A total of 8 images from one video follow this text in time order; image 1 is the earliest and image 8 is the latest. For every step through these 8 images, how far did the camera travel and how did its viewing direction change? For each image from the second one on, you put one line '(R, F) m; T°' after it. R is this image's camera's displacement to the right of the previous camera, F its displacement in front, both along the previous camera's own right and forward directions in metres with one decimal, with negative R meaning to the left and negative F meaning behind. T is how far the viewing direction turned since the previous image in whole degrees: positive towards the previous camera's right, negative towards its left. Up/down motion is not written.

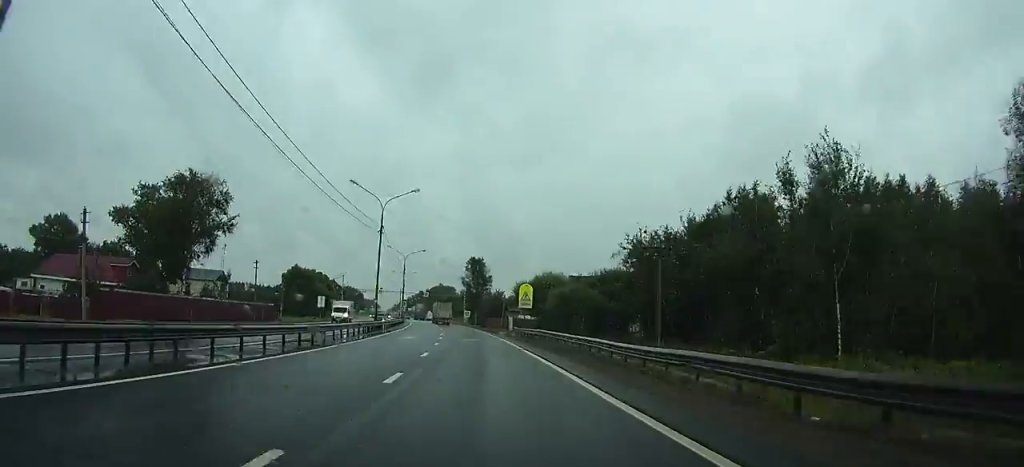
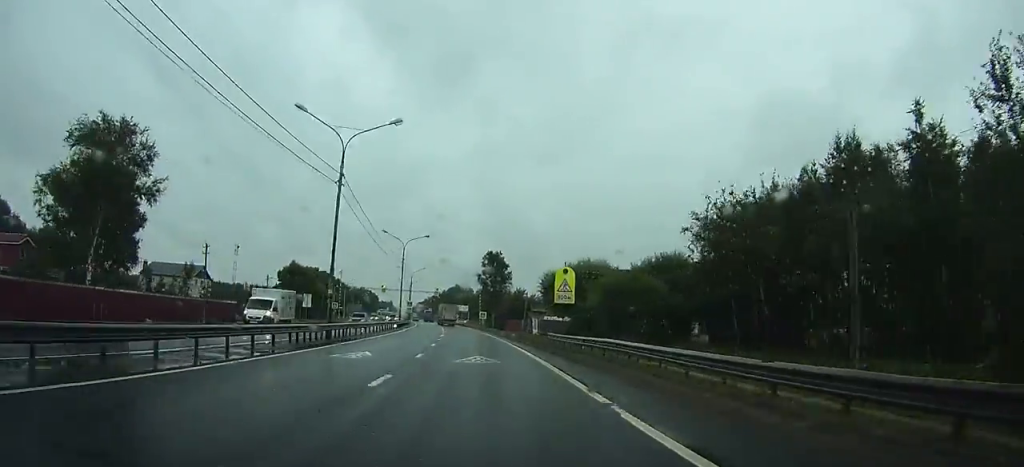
(0.0, +16.8) m; 0°
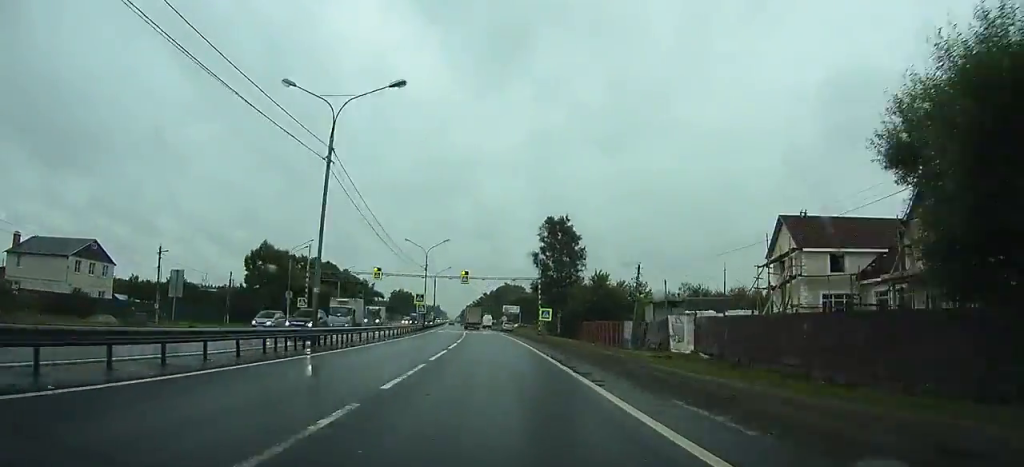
(0.0, +46.5) m; -2°
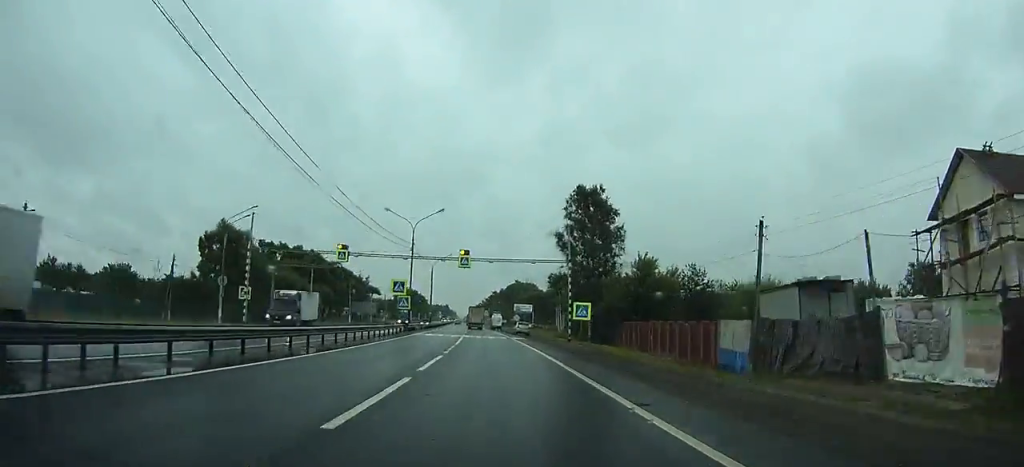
(+0.7, +20.2) m; -3°
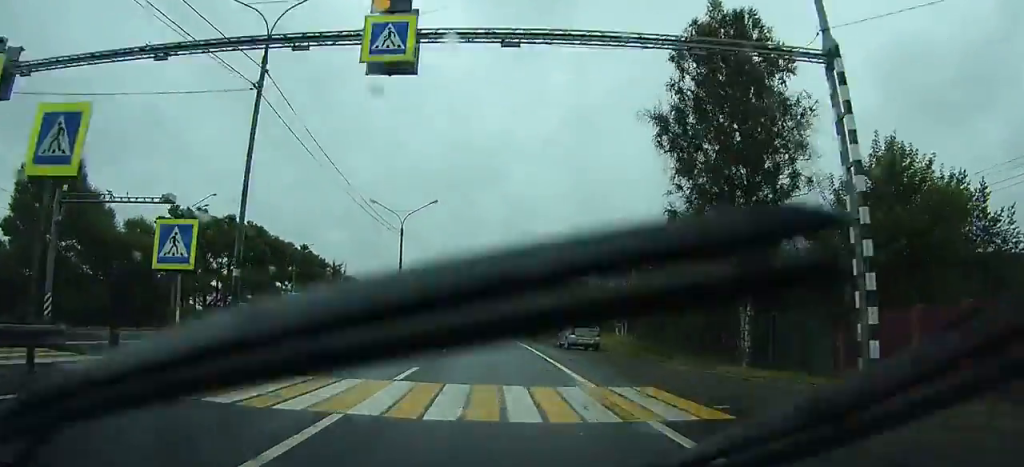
(-3.1, +38.3) m; -5°
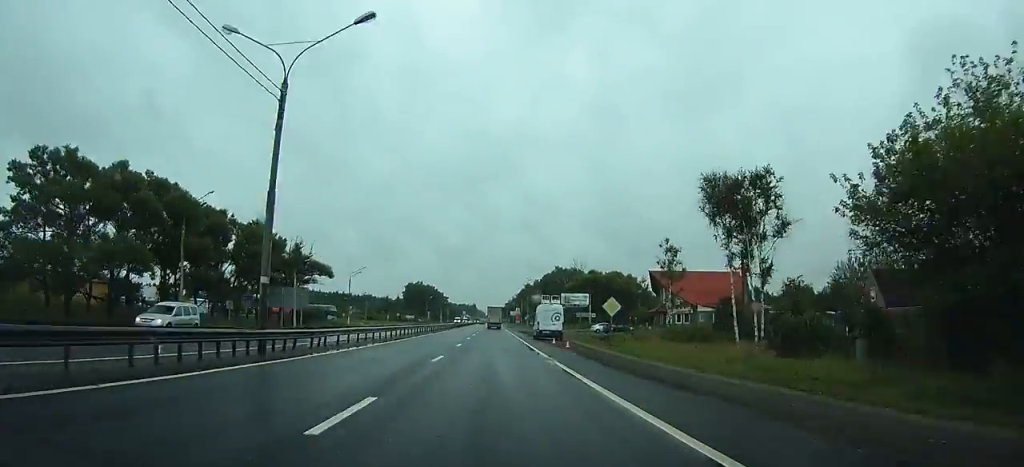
(-0.3, +29.7) m; -1°
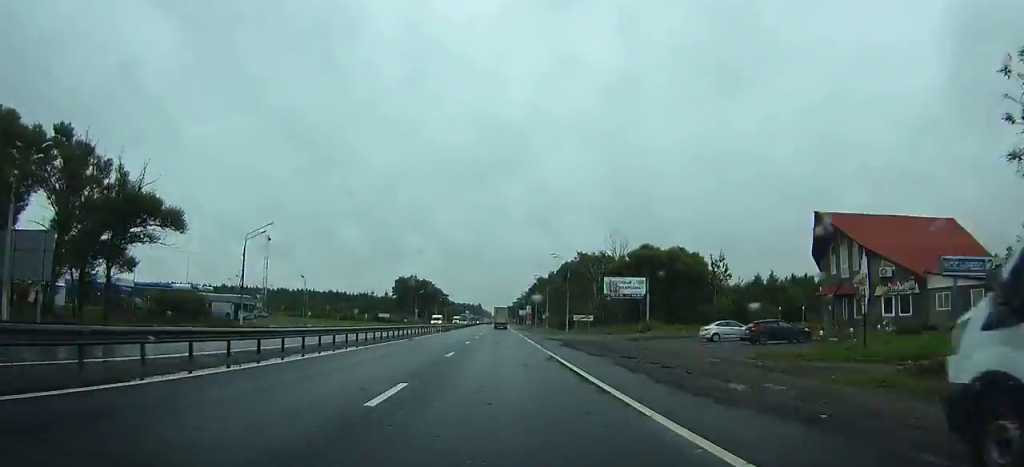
(-0.5, +44.6) m; -1°
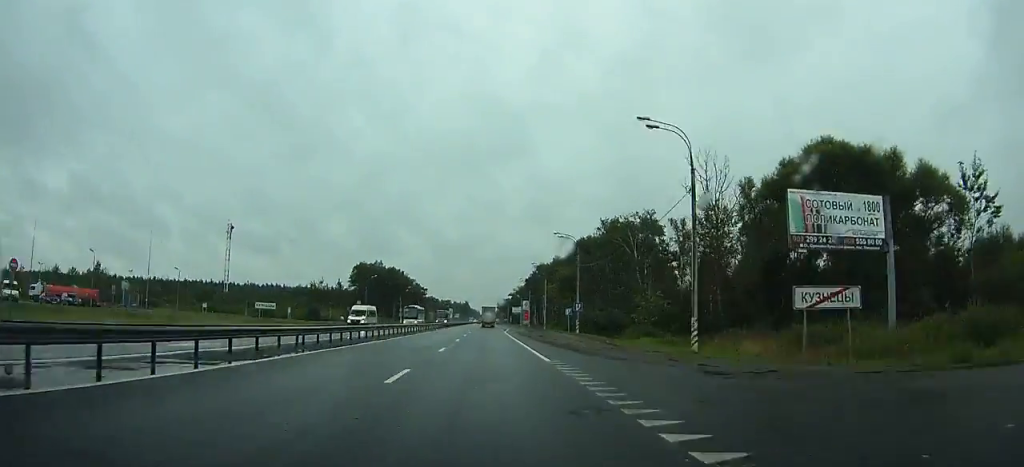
(-0.2, +53.6) m; 0°
